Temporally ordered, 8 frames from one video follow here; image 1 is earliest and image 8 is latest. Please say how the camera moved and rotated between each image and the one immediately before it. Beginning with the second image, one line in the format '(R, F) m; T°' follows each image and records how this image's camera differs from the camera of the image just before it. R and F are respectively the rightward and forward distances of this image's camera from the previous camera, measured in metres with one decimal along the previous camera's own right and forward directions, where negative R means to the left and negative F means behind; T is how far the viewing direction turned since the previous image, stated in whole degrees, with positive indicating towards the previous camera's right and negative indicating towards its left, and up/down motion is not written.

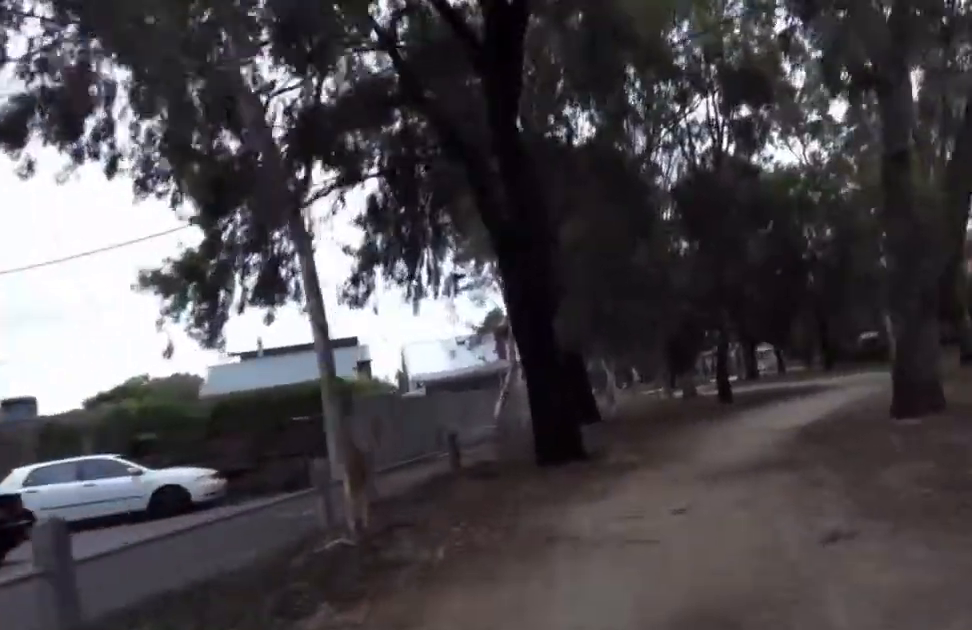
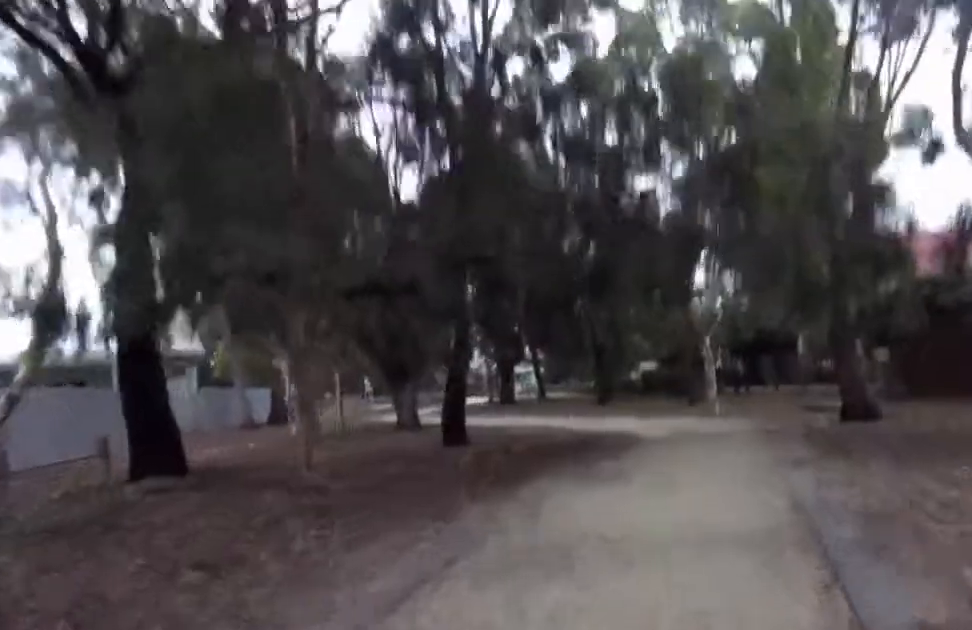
(+0.7, +10.0) m; +10°
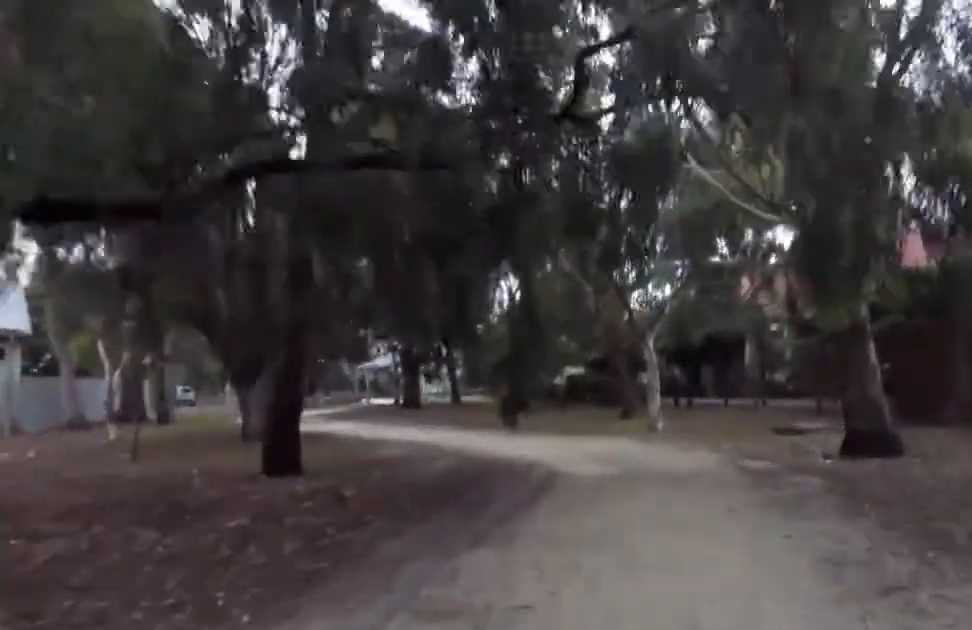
(0.0, +4.1) m; 0°
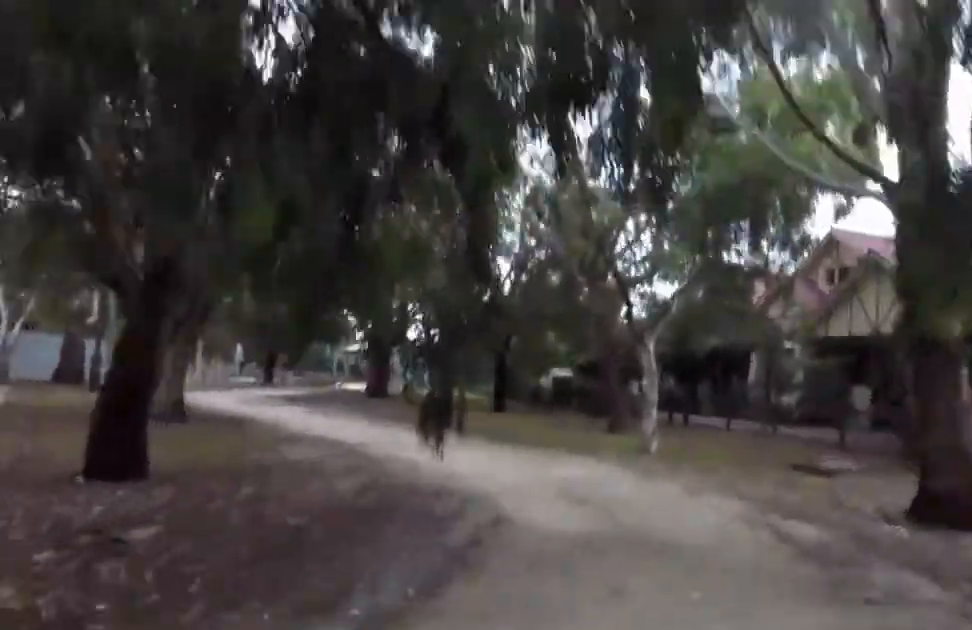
(0.0, +2.7) m; 0°
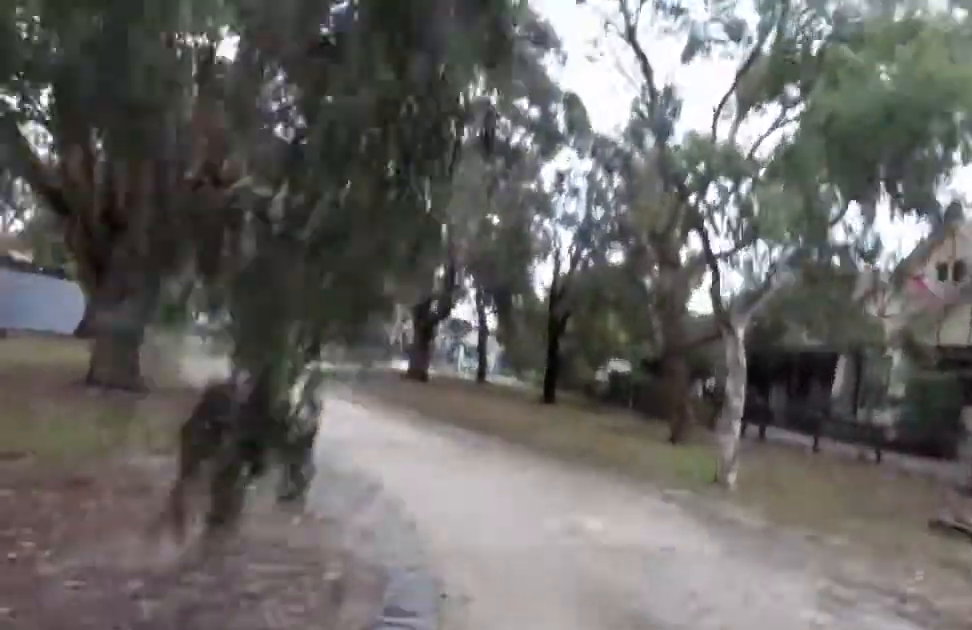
(0.0, +3.2) m; 0°
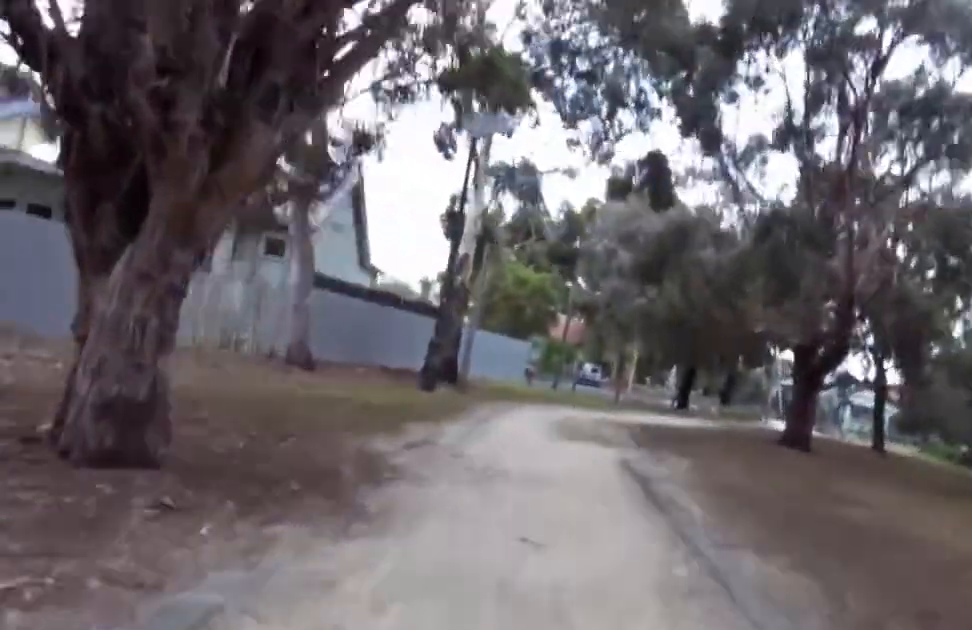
(-0.8, +7.4) m; -16°
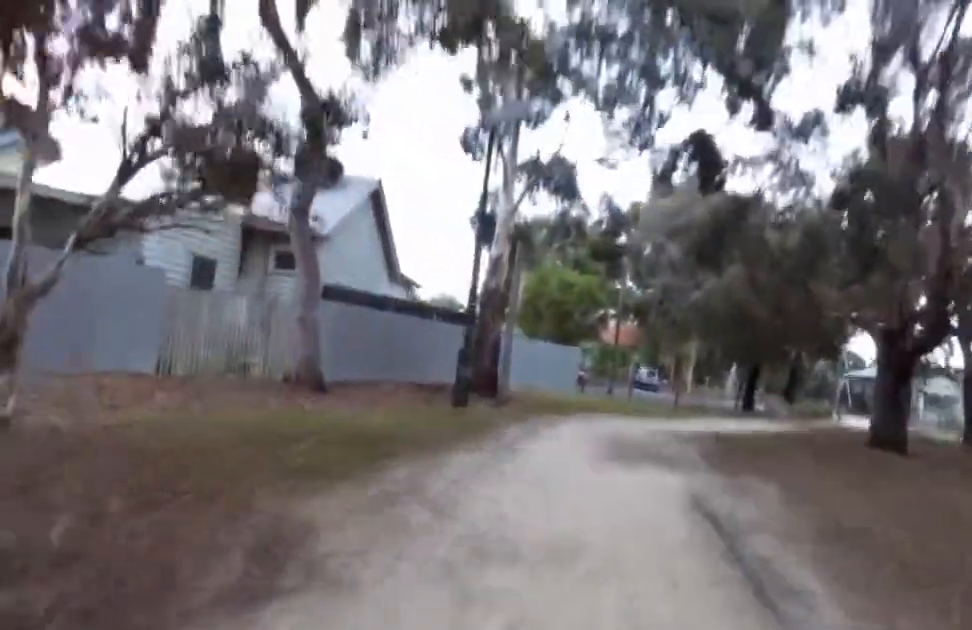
(-0.4, +2.3) m; -4°
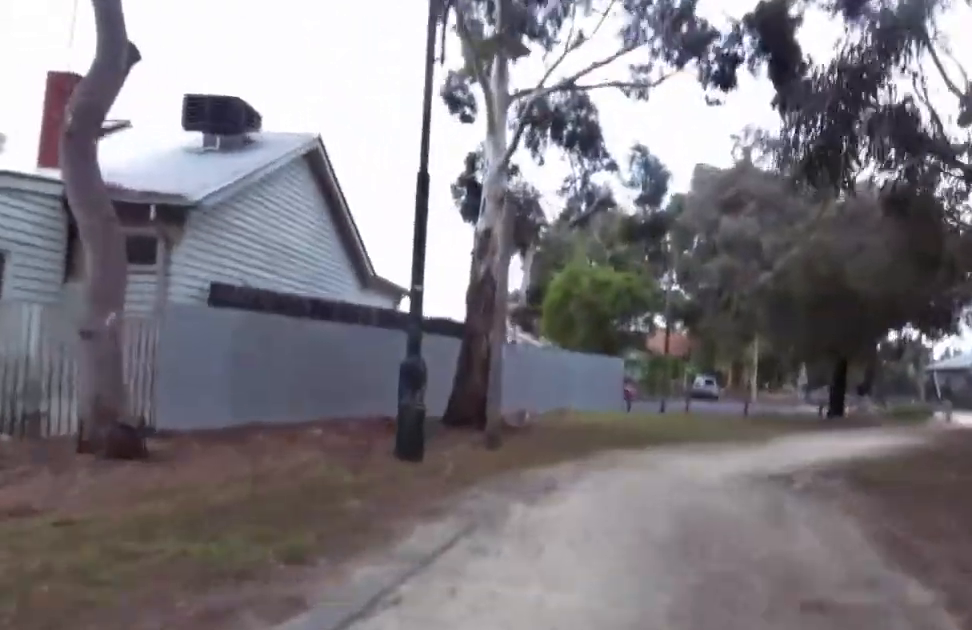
(+0.4, +6.8) m; +9°
